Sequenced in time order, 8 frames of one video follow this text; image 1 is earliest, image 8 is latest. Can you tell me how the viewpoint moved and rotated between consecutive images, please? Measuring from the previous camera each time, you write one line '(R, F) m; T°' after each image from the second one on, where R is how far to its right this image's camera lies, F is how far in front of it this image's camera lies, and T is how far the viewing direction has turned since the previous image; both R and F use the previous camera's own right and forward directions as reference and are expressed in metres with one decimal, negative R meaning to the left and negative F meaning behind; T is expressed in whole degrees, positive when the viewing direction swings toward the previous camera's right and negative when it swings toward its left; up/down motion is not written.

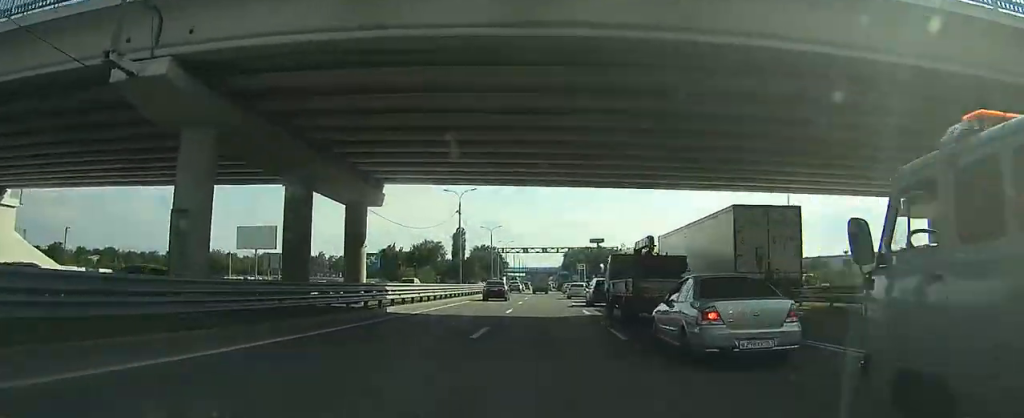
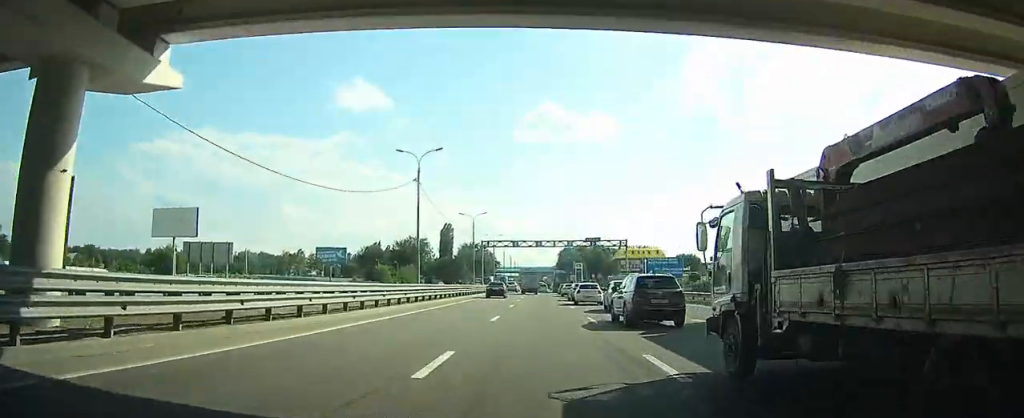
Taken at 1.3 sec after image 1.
(0.0, +19.0) m; +1°
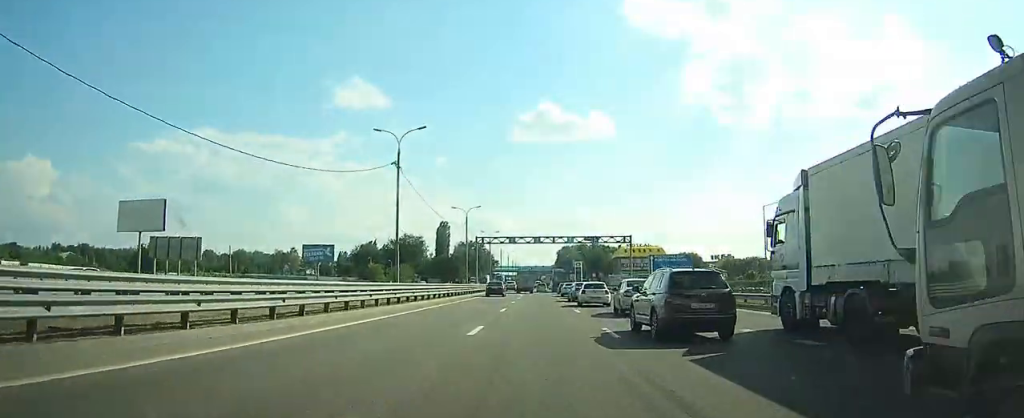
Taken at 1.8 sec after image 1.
(-0.1, +6.0) m; +1°
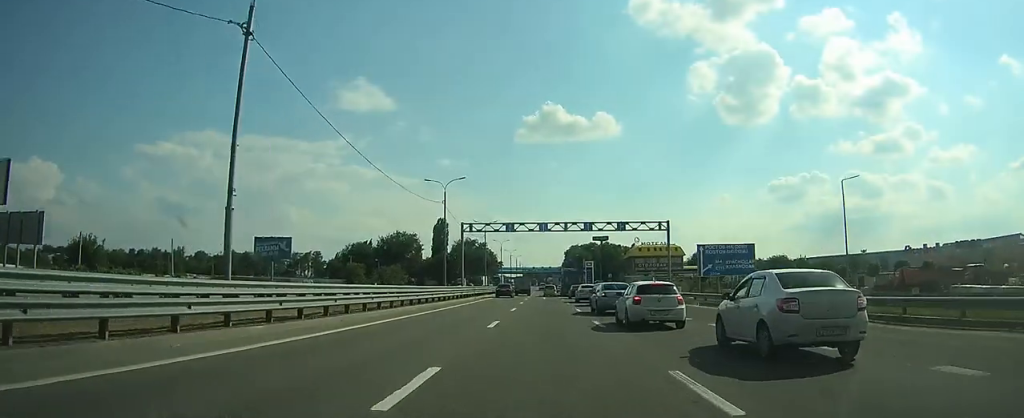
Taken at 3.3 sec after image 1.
(+0.7, +20.6) m; +2°
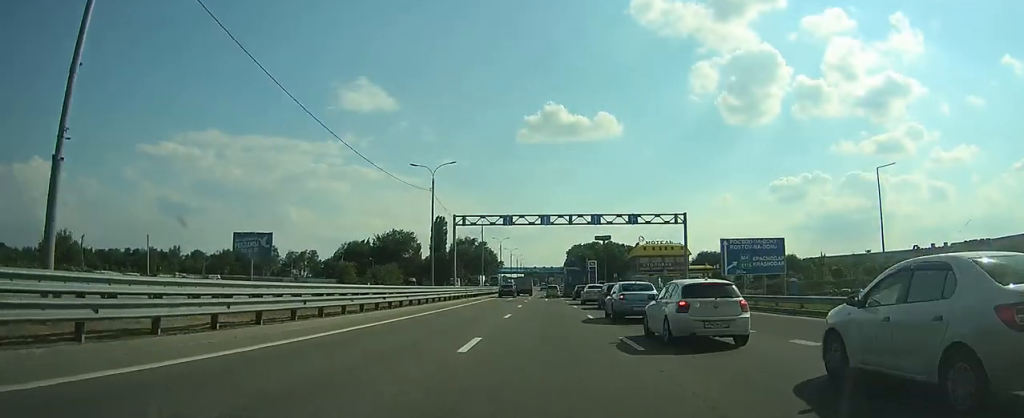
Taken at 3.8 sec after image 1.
(0.0, +6.4) m; 0°
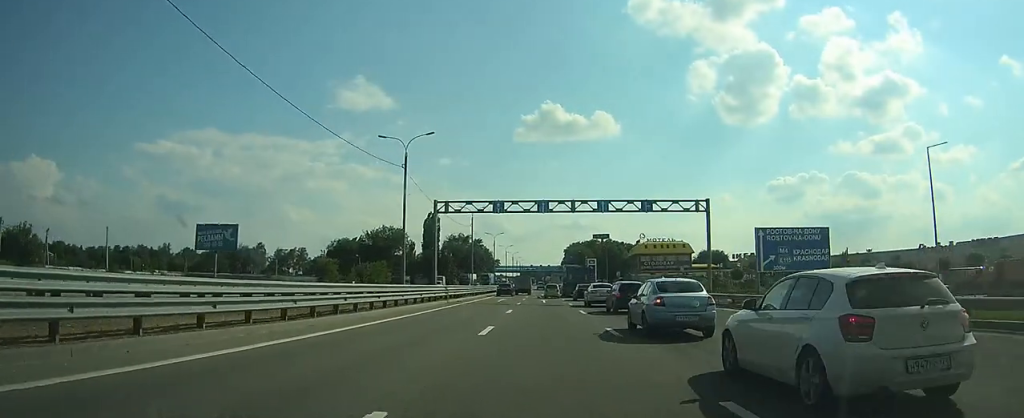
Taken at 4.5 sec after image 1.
(-0.1, +8.1) m; +1°
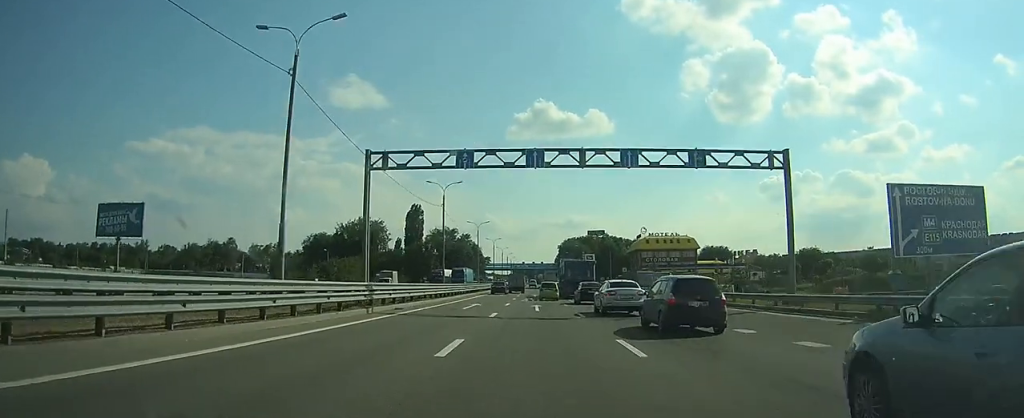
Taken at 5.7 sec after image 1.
(+0.4, +15.9) m; -1°
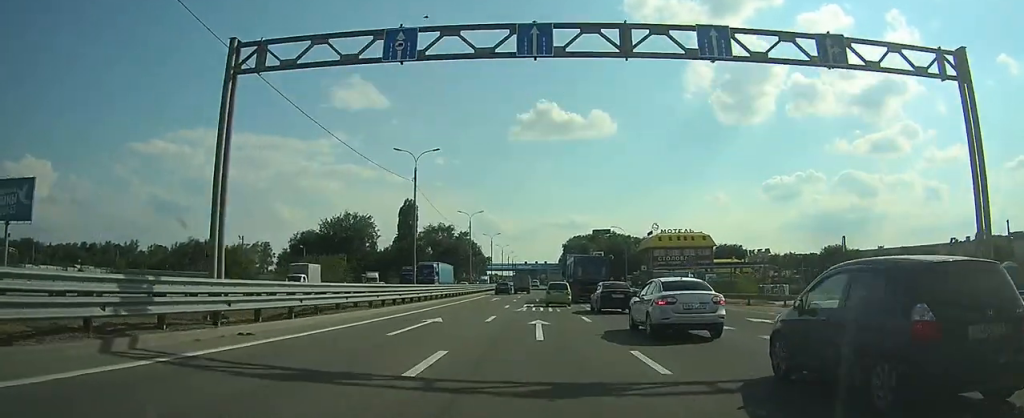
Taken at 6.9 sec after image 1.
(-0.7, +14.0) m; -3°
